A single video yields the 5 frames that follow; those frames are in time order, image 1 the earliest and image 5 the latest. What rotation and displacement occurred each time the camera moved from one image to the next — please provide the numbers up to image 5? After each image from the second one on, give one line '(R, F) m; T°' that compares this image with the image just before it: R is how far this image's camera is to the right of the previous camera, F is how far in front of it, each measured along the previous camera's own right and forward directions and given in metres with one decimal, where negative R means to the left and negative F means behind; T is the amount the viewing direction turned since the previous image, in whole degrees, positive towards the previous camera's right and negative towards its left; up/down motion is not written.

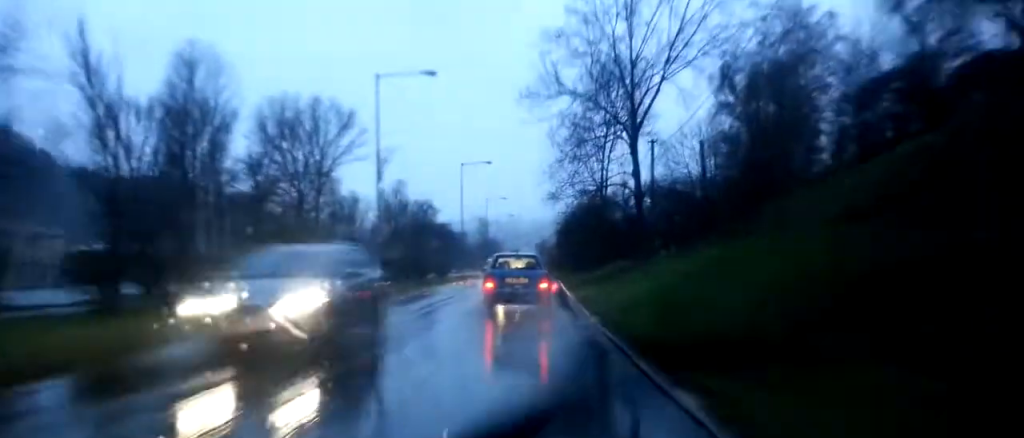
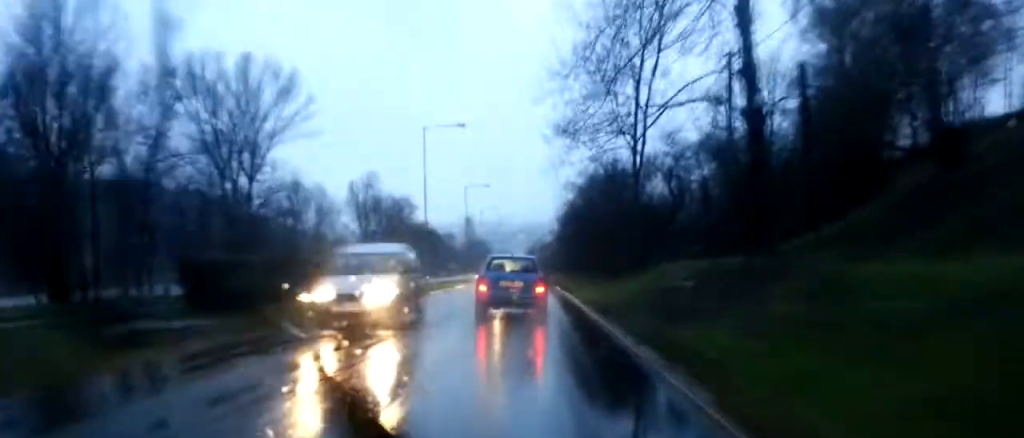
(+0.5, +22.4) m; 0°
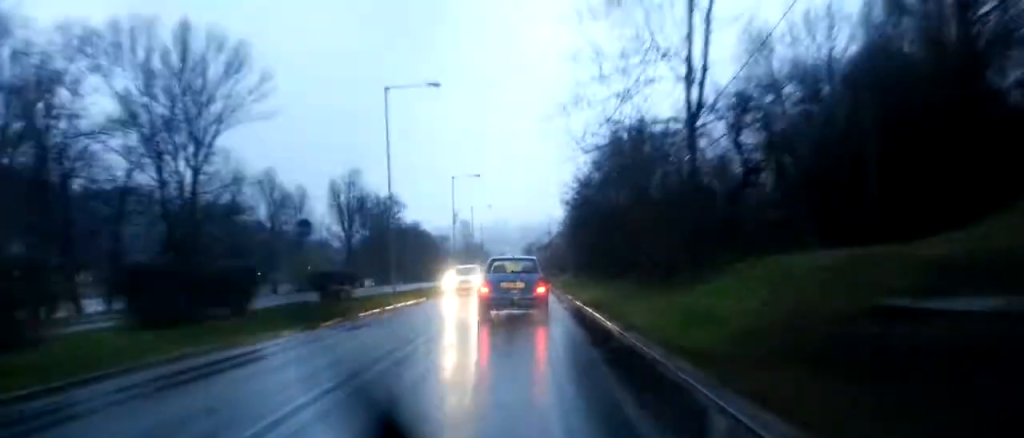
(-0.1, +13.7) m; +1°
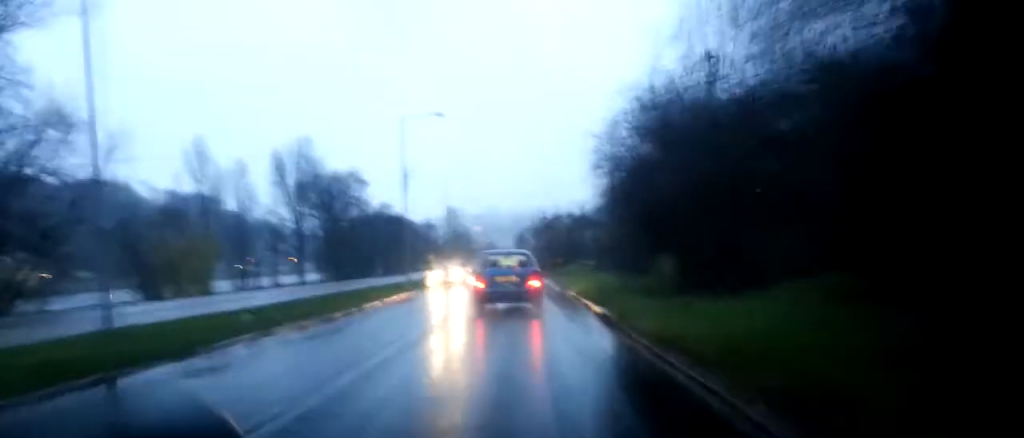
(+0.5, +28.6) m; +1°
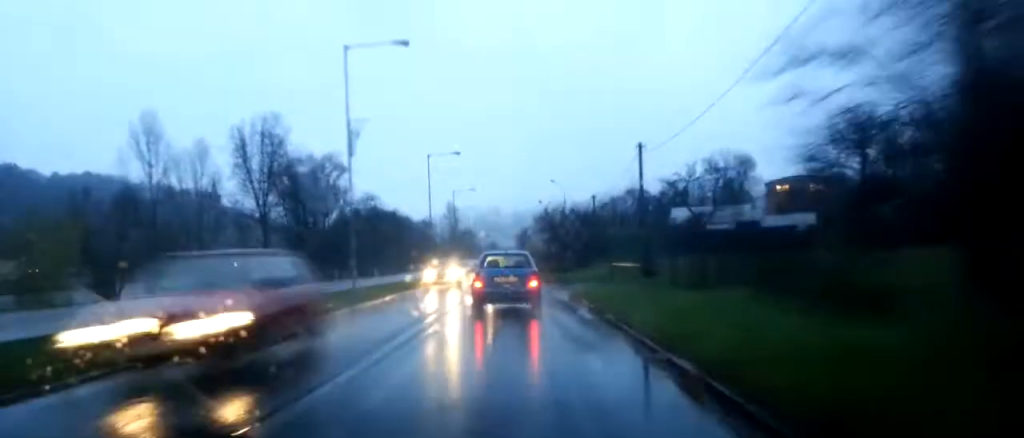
(+0.2, +17.0) m; 0°
